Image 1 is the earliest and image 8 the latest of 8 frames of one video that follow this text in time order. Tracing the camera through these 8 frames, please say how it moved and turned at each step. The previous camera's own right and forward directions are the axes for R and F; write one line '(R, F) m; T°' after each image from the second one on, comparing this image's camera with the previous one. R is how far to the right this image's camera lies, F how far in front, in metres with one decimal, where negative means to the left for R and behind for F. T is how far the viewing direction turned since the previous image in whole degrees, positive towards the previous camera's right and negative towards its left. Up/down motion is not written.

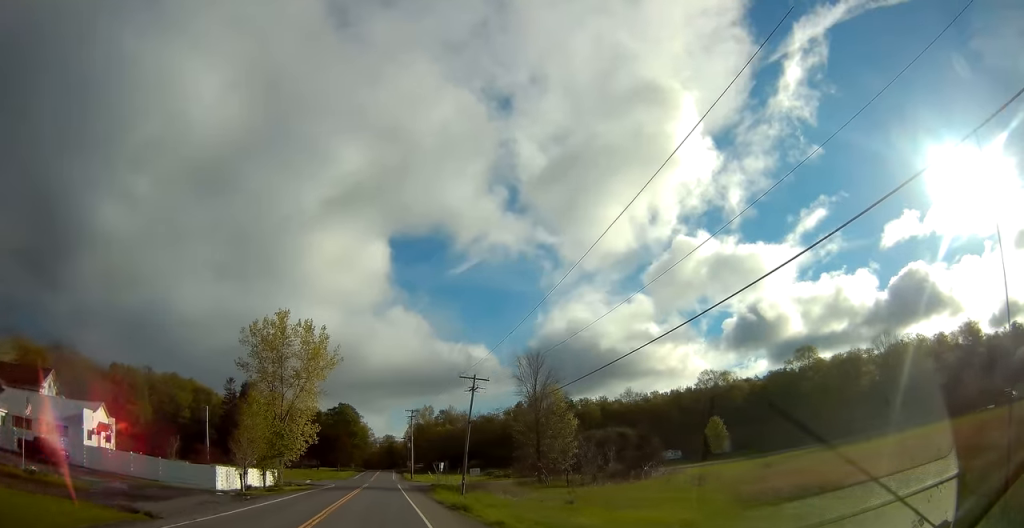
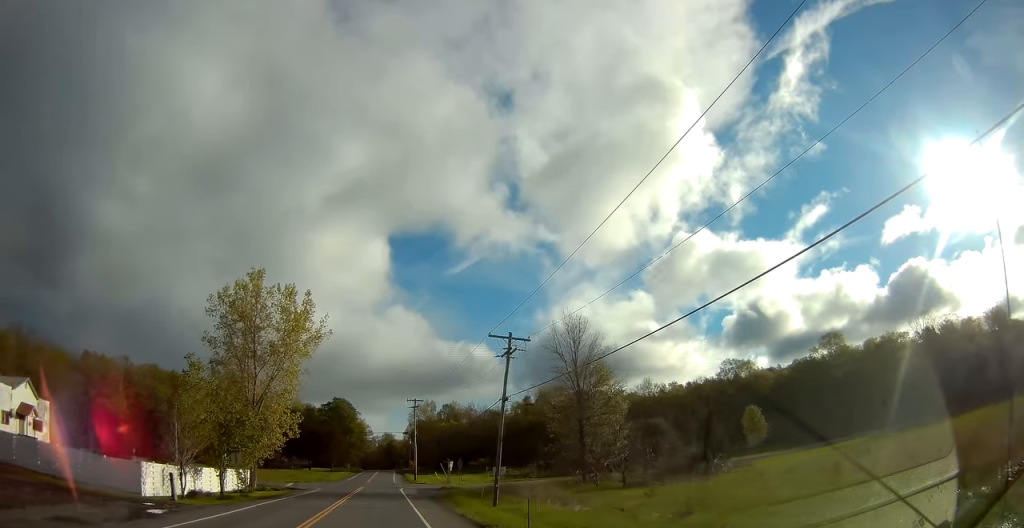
(+0.1, +14.2) m; 0°
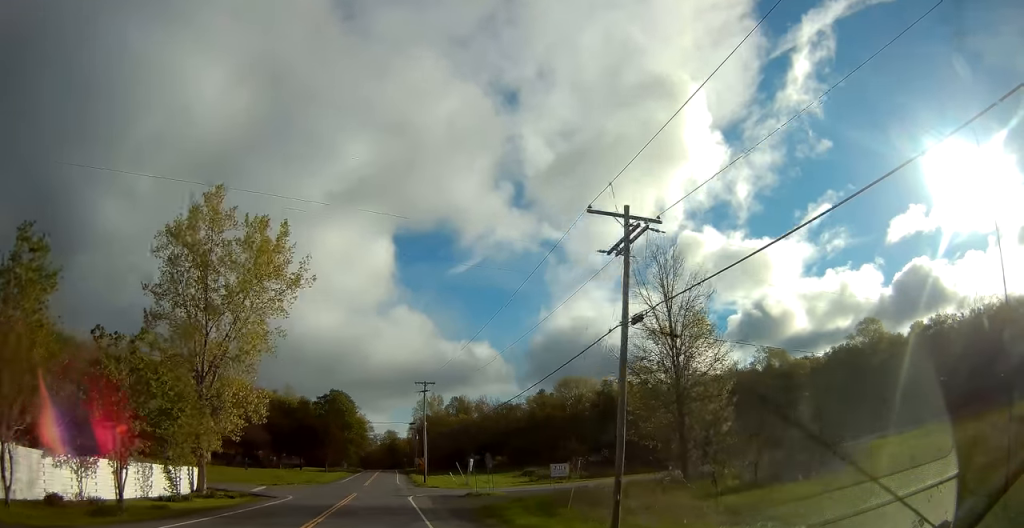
(+0.1, +16.7) m; -1°
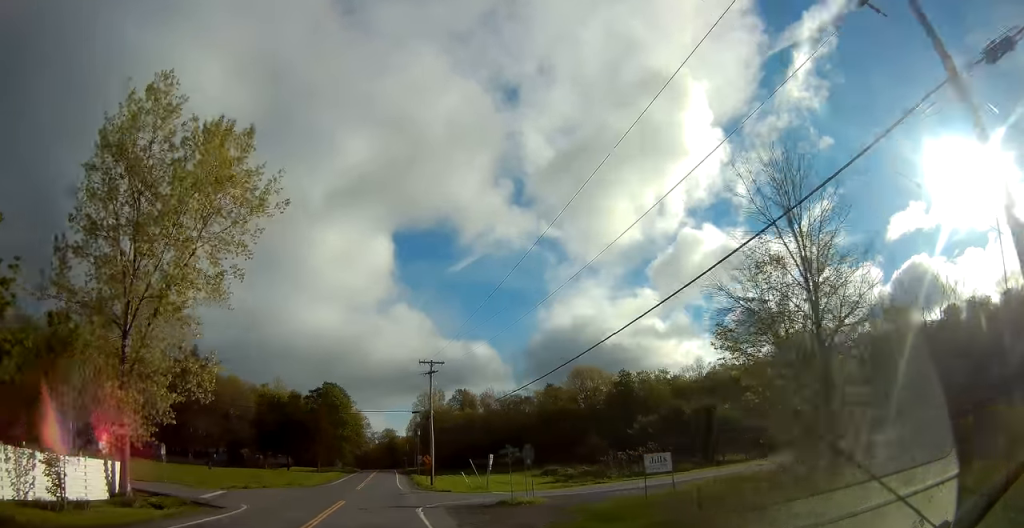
(-0.1, +12.6) m; 0°
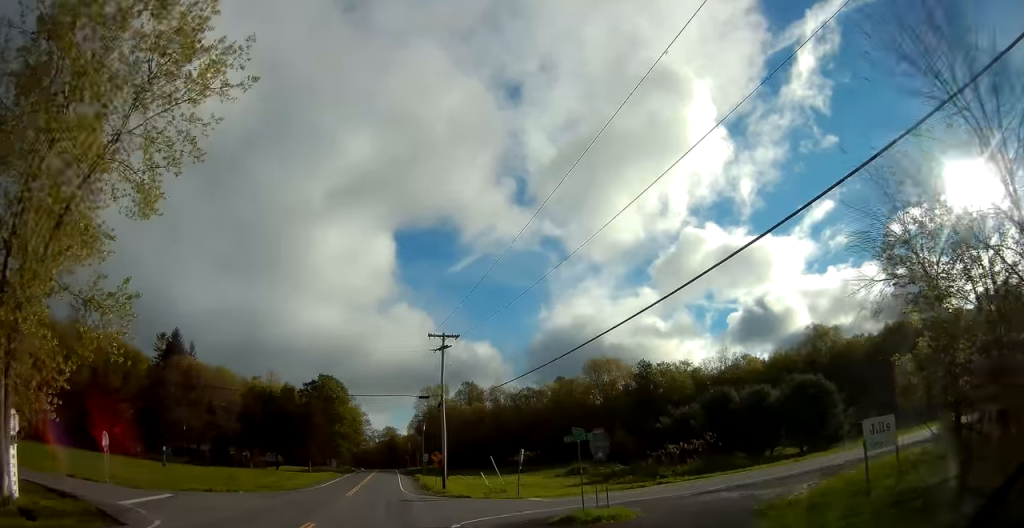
(-0.2, +10.9) m; 0°
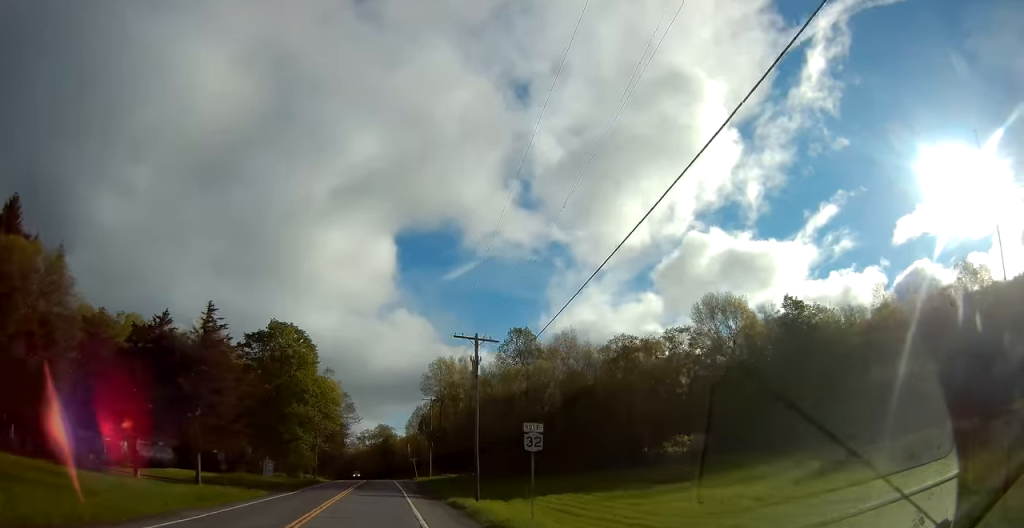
(+0.2, +51.7) m; 0°
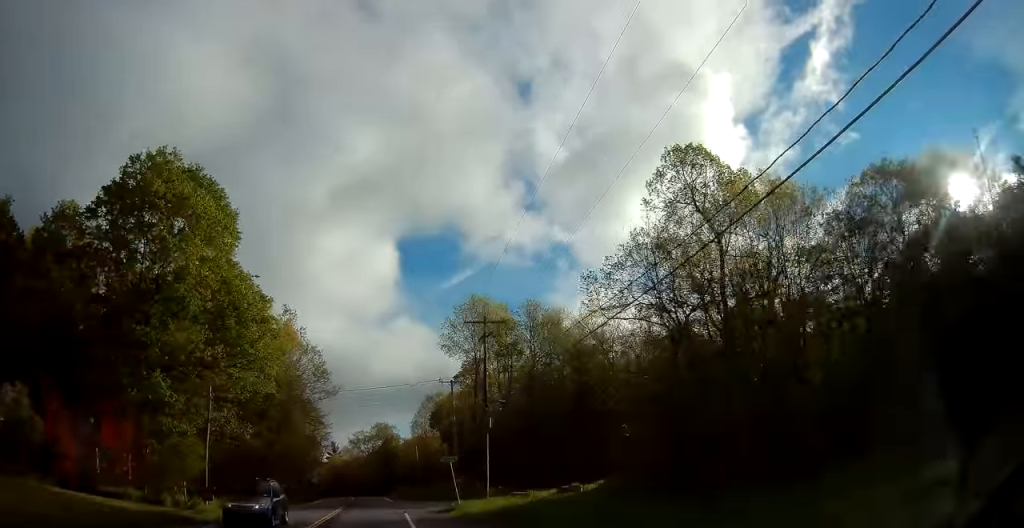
(+0.6, +43.8) m; +1°
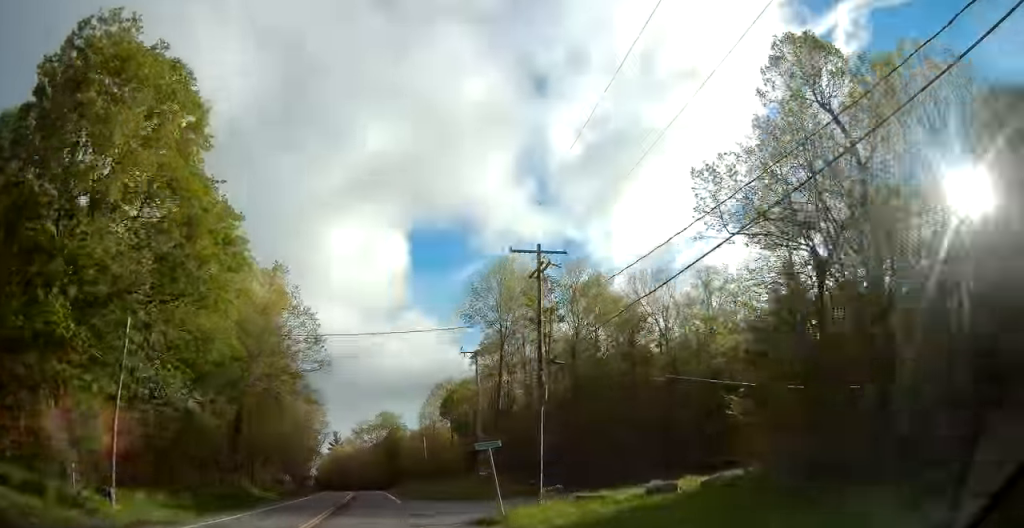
(0.0, +10.8) m; 0°
